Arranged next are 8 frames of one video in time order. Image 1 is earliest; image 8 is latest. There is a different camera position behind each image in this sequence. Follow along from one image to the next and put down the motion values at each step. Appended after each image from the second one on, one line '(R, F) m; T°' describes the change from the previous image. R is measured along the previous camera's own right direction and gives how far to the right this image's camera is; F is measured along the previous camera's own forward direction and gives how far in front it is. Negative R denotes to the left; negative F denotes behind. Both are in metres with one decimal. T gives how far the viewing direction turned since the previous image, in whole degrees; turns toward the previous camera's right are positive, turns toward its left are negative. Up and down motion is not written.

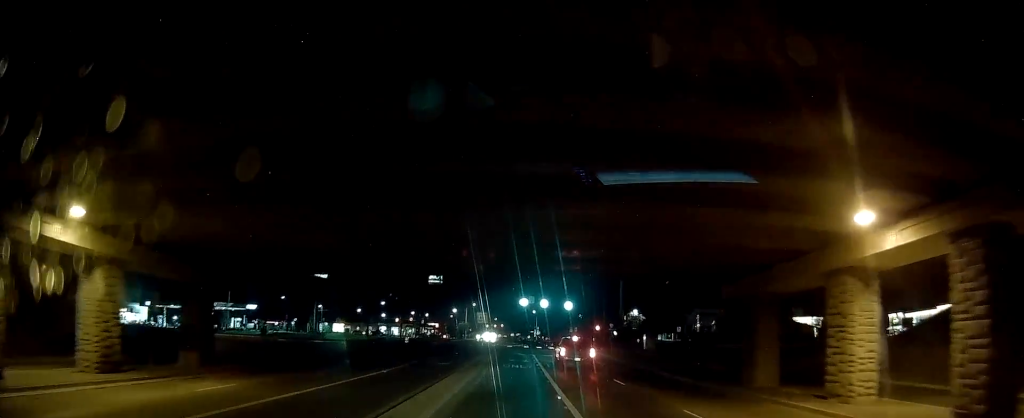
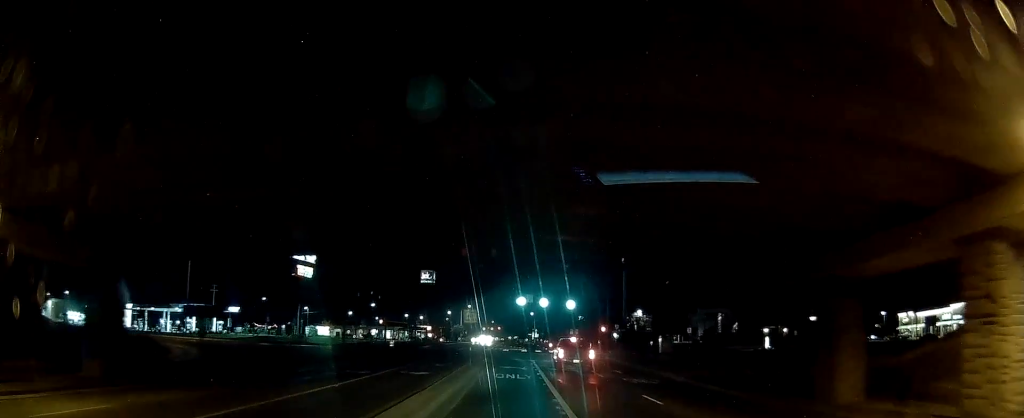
(+0.3, +8.0) m; +1°
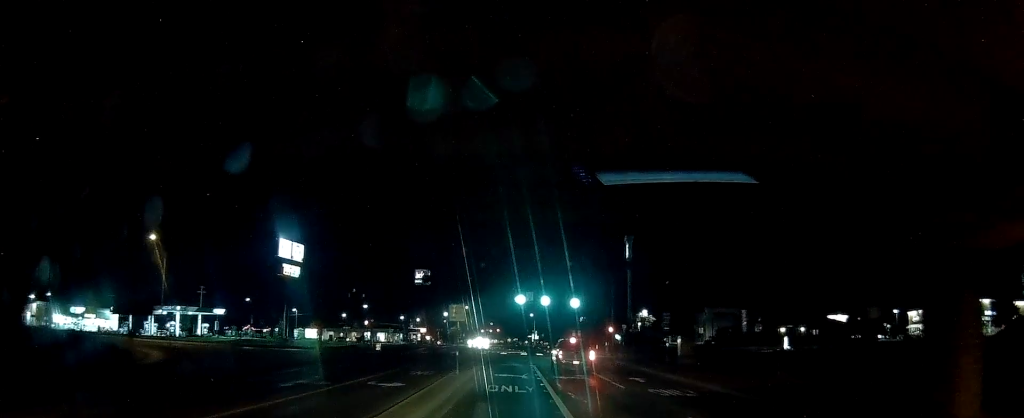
(+0.5, +7.6) m; +1°
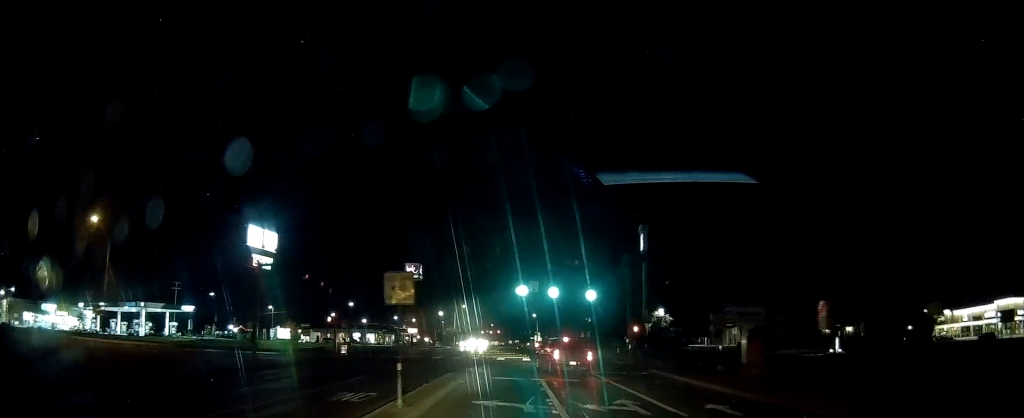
(-0.7, +14.8) m; +4°
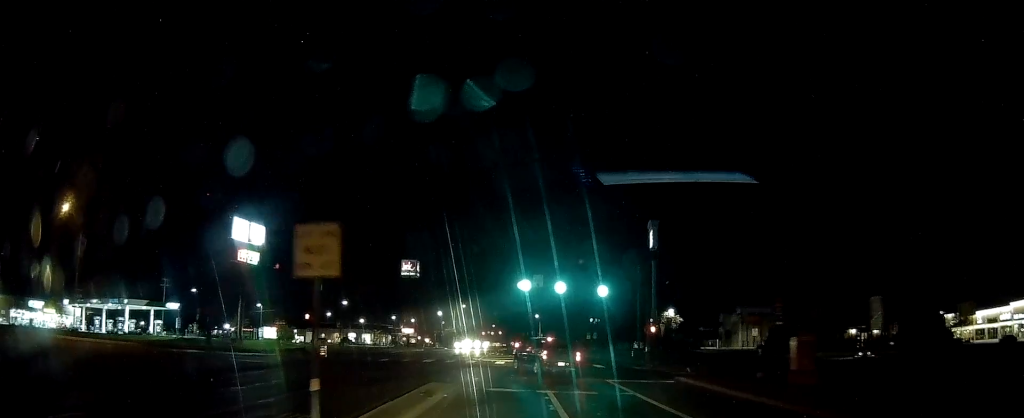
(+0.8, +7.7) m; -1°
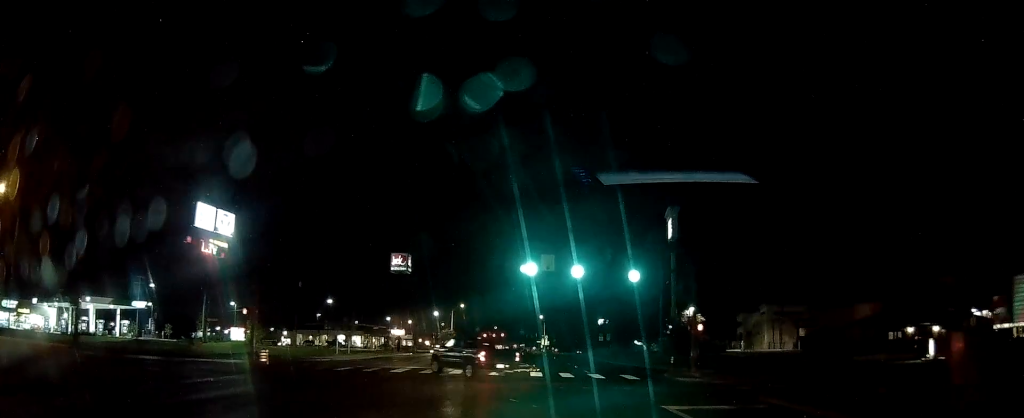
(-0.6, +13.8) m; -8°
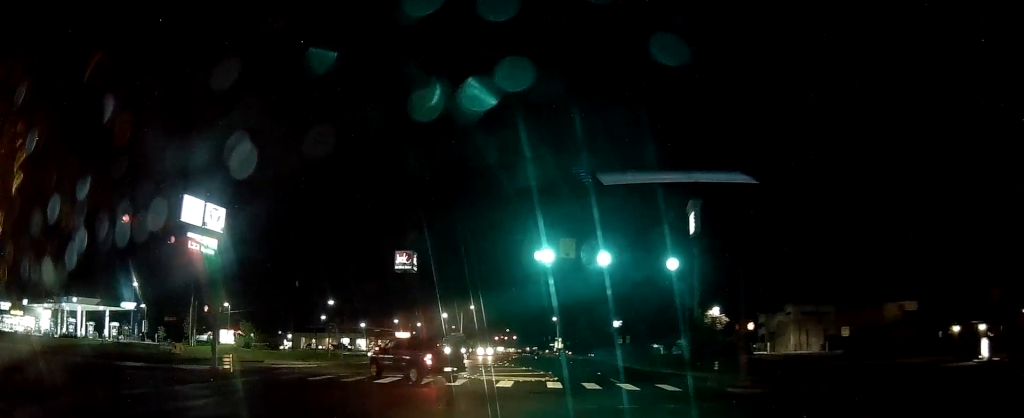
(-0.5, +7.0) m; -4°
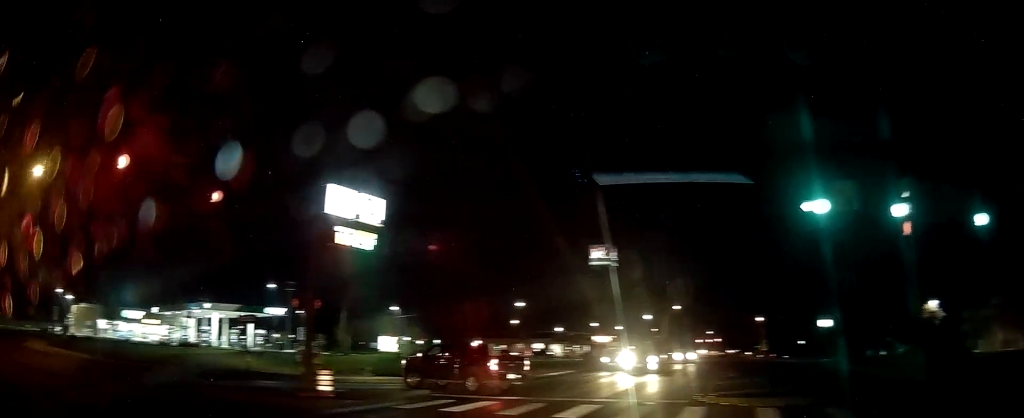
(-0.1, +10.9) m; -18°
